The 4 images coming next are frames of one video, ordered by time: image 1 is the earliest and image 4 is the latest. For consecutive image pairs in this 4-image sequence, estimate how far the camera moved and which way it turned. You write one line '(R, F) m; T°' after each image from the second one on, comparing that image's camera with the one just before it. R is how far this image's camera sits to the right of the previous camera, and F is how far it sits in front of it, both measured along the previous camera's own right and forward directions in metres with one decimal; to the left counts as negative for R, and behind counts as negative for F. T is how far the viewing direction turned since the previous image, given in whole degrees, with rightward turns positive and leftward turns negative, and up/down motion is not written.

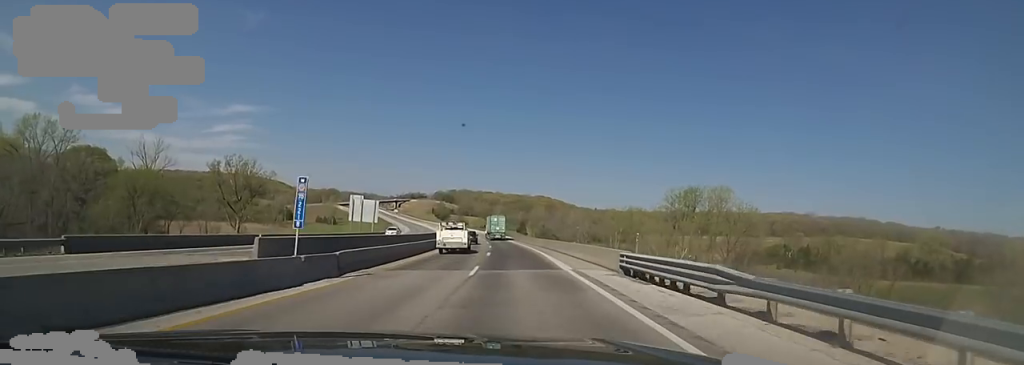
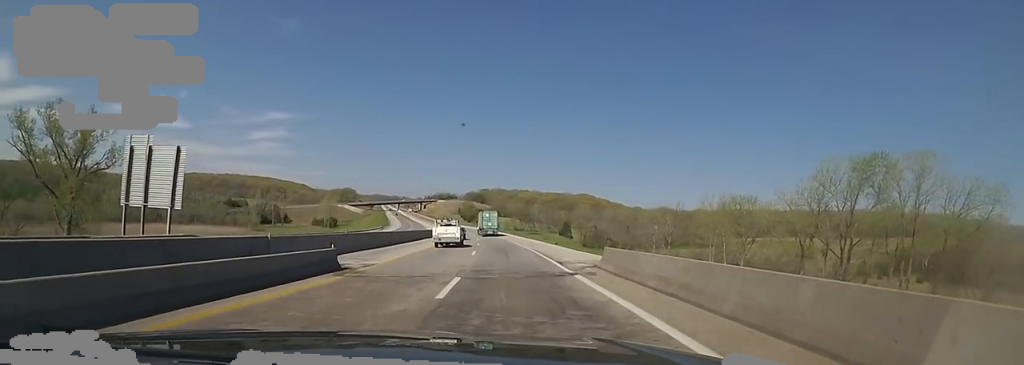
(-2.9, +67.1) m; -6°
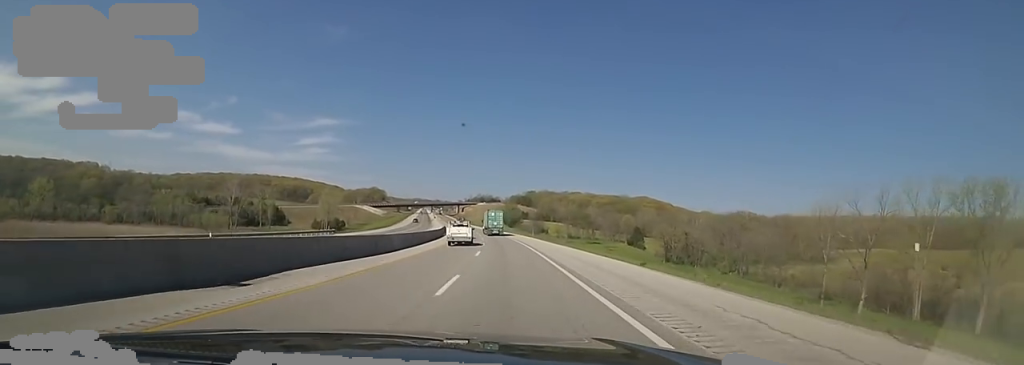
(-3.4, +65.2) m; -4°
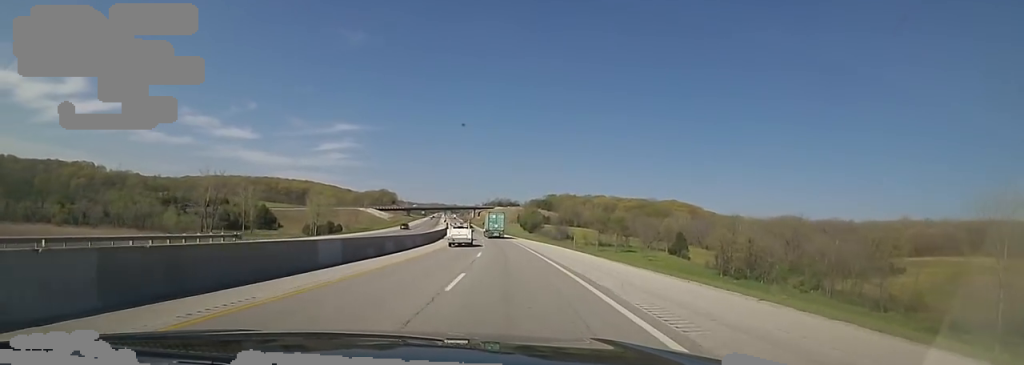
(-0.7, +31.0) m; -3°
